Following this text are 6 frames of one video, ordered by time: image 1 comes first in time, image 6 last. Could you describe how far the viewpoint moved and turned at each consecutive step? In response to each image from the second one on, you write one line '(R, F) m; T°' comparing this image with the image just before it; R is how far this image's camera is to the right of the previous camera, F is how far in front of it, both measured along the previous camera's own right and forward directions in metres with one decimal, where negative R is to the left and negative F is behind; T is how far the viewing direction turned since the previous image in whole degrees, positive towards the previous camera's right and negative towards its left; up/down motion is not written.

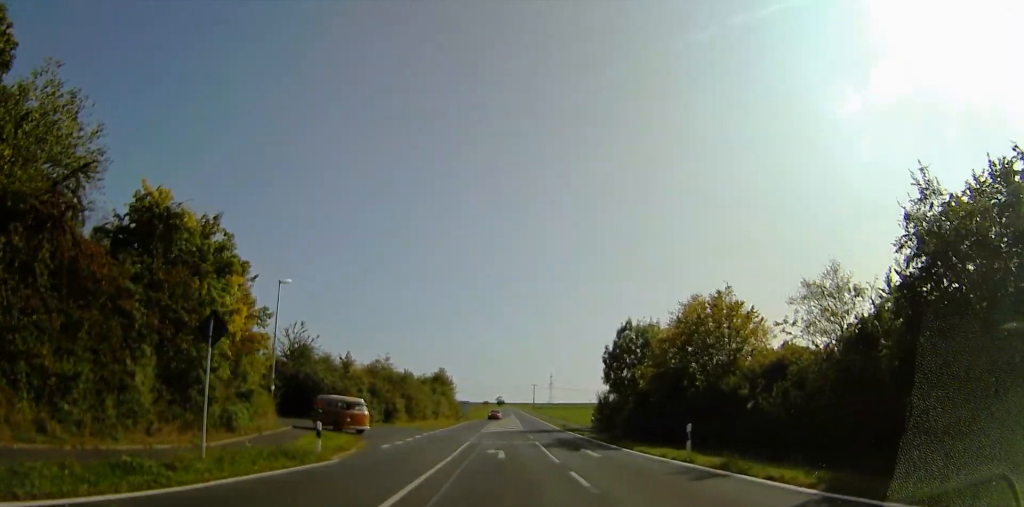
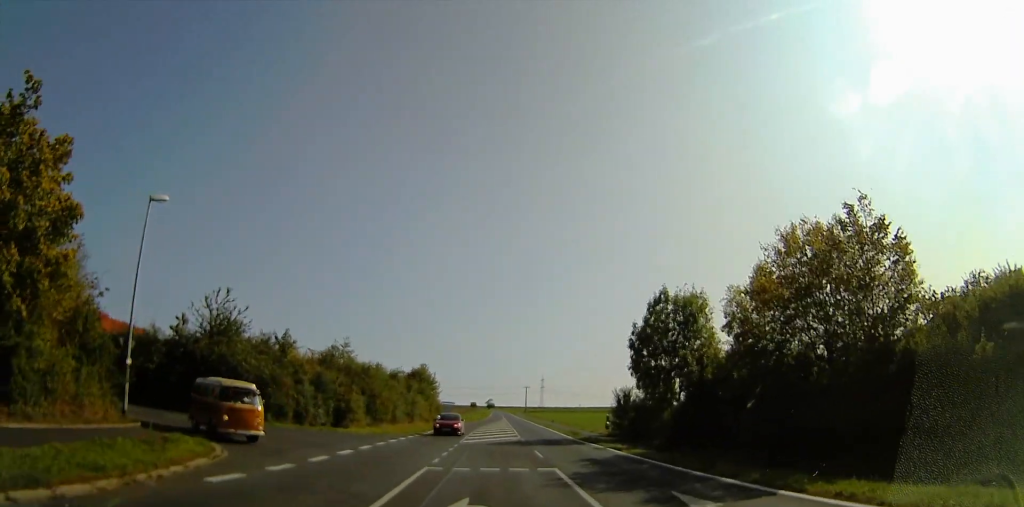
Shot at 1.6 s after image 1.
(-0.5, +16.8) m; +1°
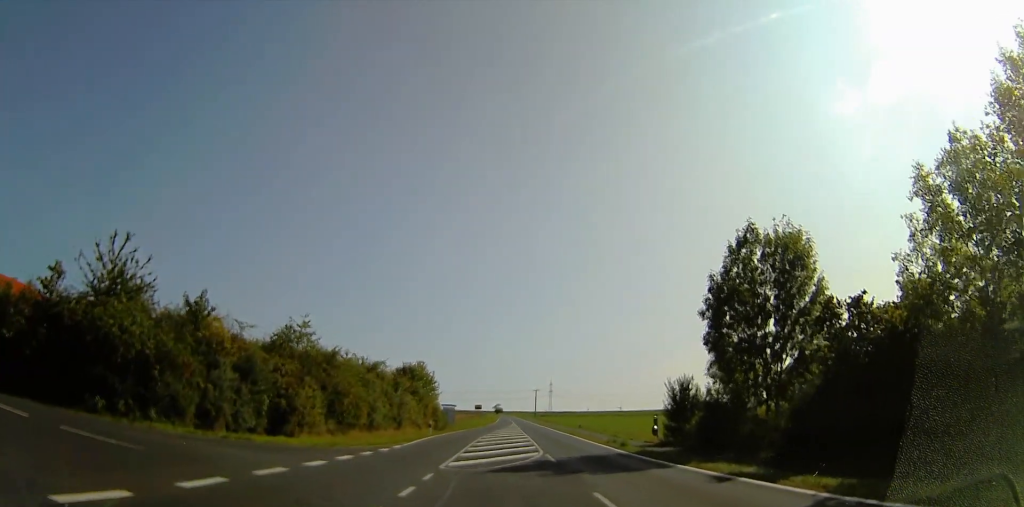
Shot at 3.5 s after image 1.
(+1.2, +16.4) m; +4°
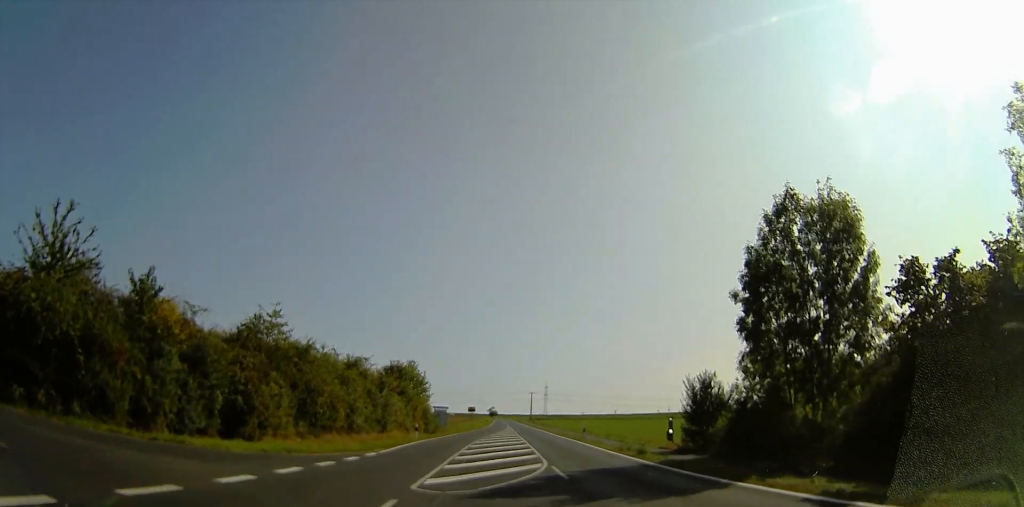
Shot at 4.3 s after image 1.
(-0.2, +5.6) m; -2°
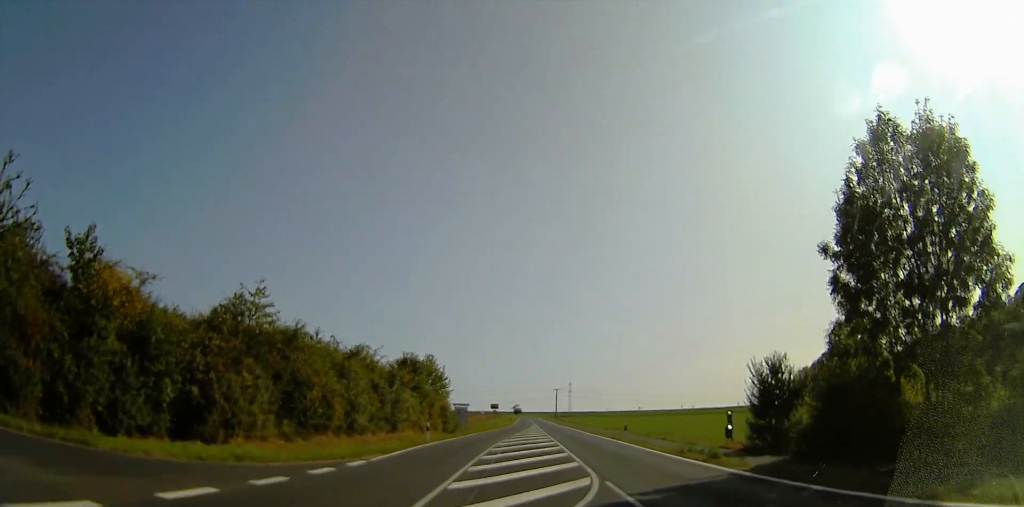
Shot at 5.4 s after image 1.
(0.0, +6.8) m; -3°
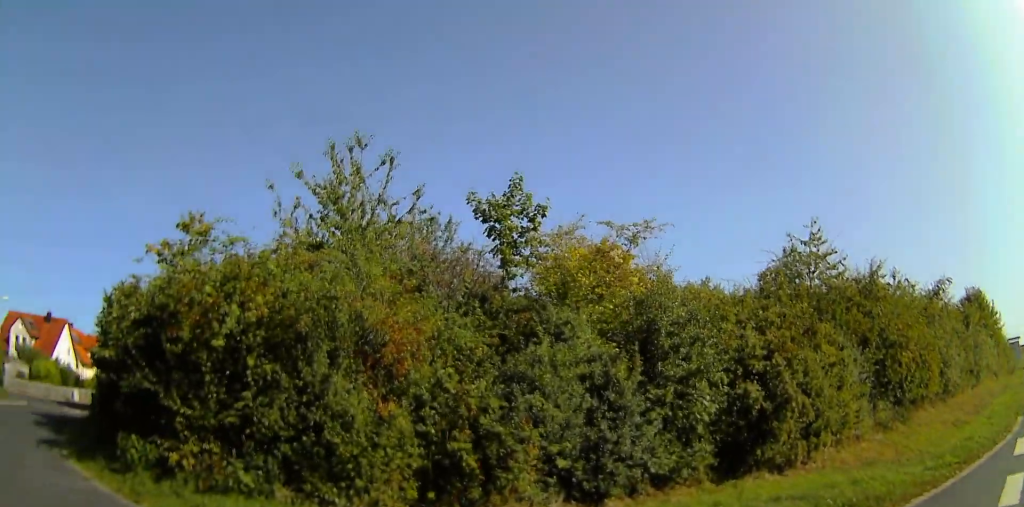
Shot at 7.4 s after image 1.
(-1.9, +9.6) m; -28°
